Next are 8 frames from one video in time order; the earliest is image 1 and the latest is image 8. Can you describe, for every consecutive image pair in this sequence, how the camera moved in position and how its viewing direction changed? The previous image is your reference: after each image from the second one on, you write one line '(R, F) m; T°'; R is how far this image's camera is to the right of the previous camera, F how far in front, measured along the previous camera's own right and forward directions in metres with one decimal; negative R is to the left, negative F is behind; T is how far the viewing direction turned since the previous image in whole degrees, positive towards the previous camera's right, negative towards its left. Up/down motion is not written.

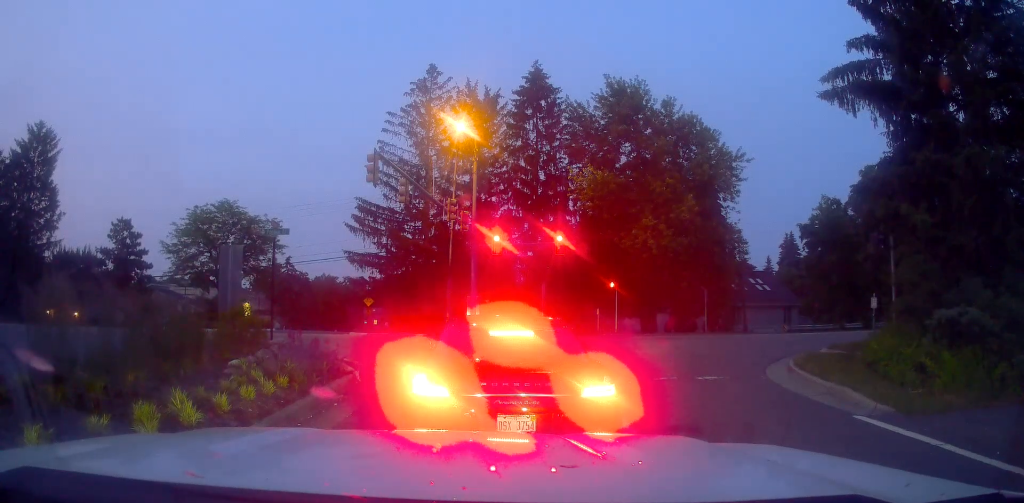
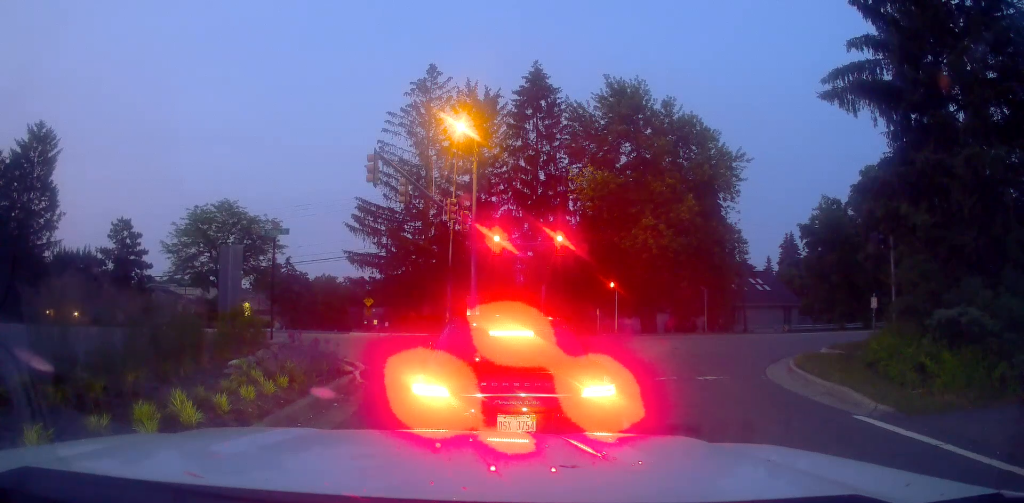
(0.0, 0.0) m; 0°
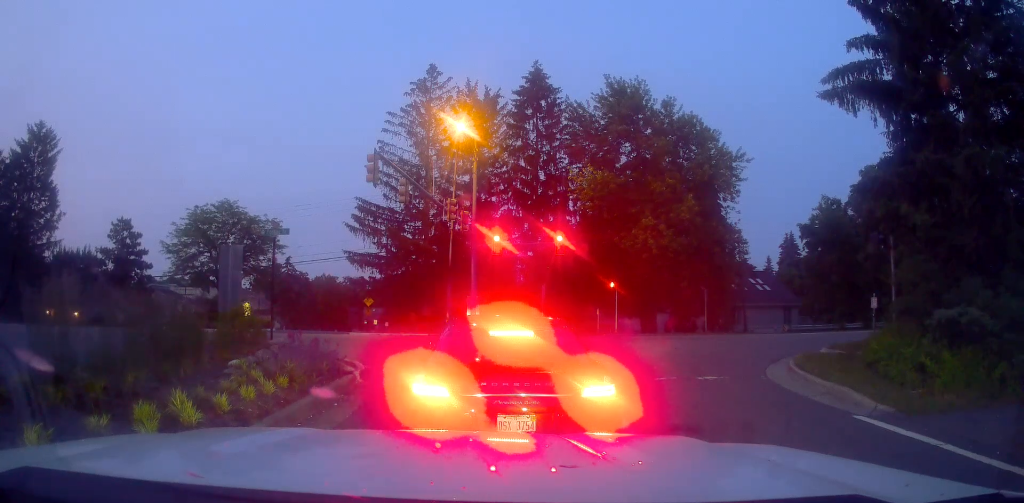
(0.0, 0.0) m; 0°
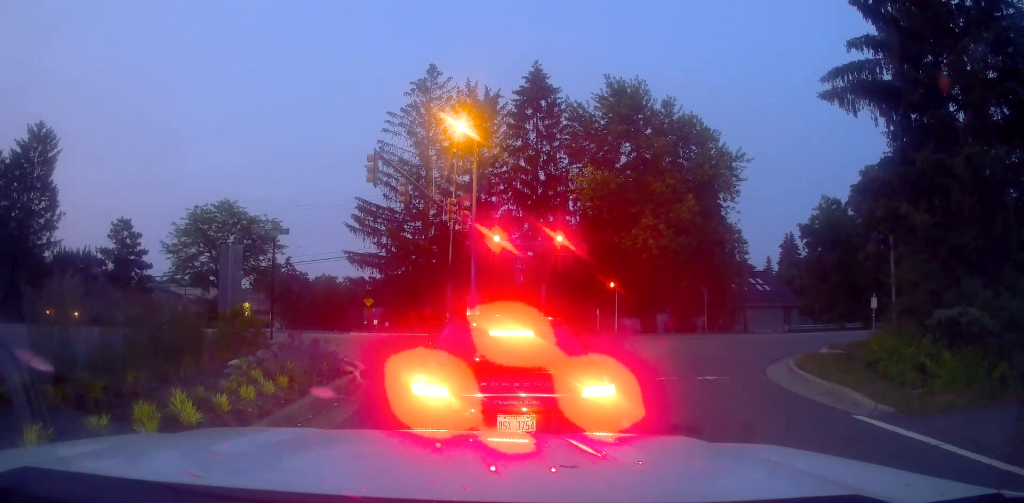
(0.0, 0.0) m; 0°
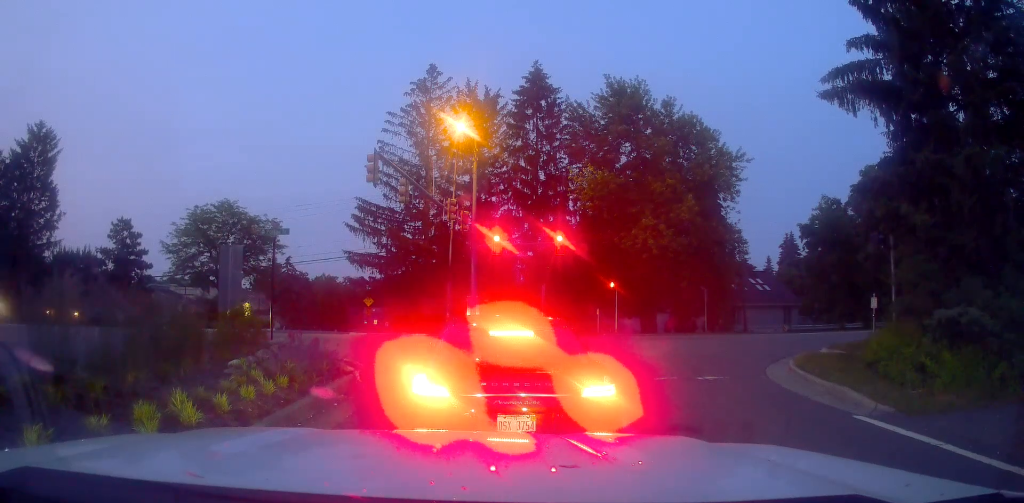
(0.0, 0.0) m; 0°
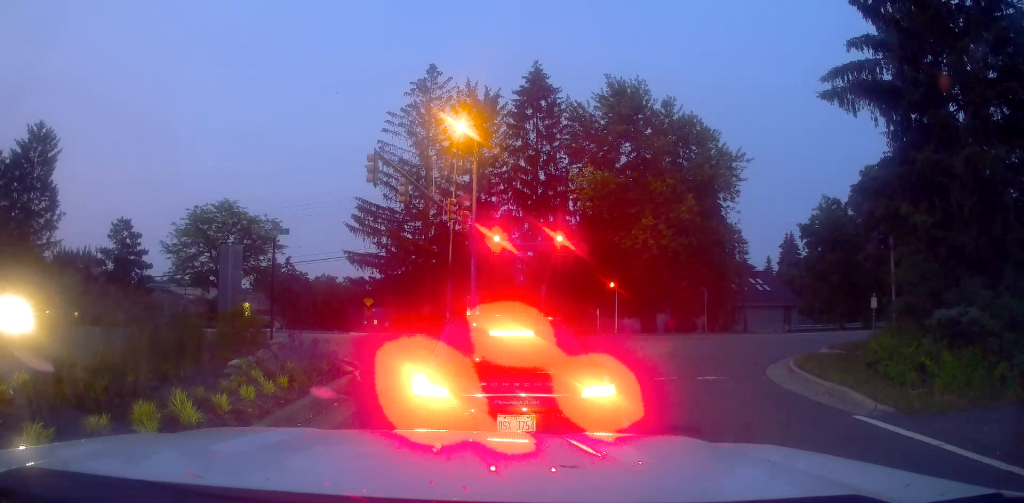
(0.0, 0.0) m; 0°
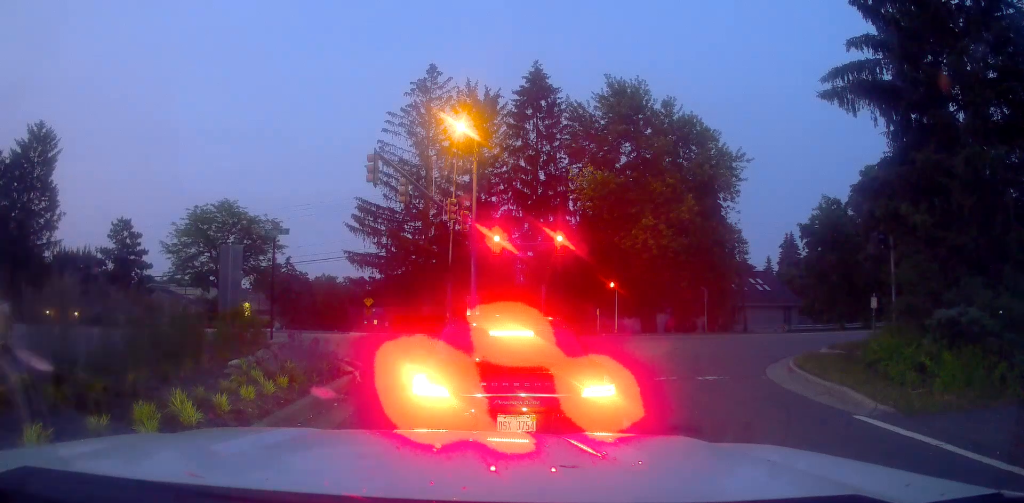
(0.0, 0.0) m; 0°
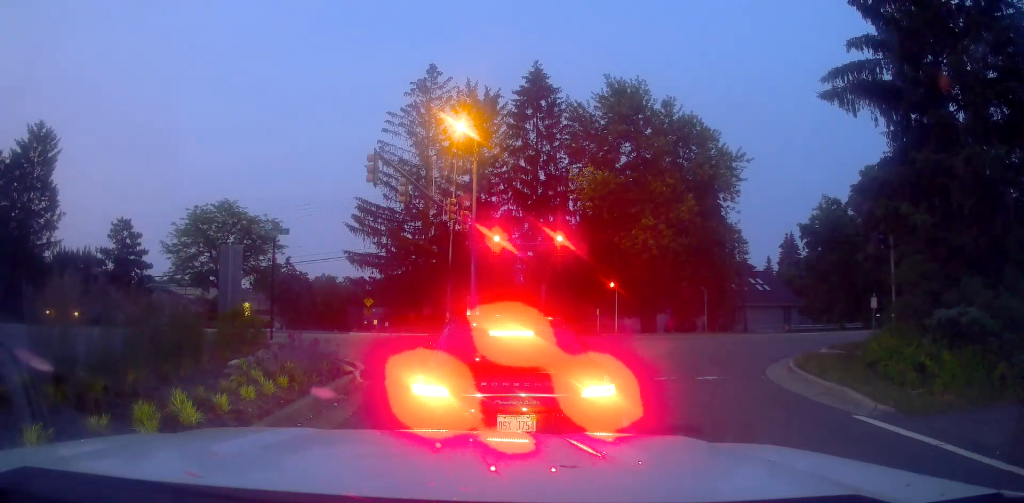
(0.0, 0.0) m; 0°
